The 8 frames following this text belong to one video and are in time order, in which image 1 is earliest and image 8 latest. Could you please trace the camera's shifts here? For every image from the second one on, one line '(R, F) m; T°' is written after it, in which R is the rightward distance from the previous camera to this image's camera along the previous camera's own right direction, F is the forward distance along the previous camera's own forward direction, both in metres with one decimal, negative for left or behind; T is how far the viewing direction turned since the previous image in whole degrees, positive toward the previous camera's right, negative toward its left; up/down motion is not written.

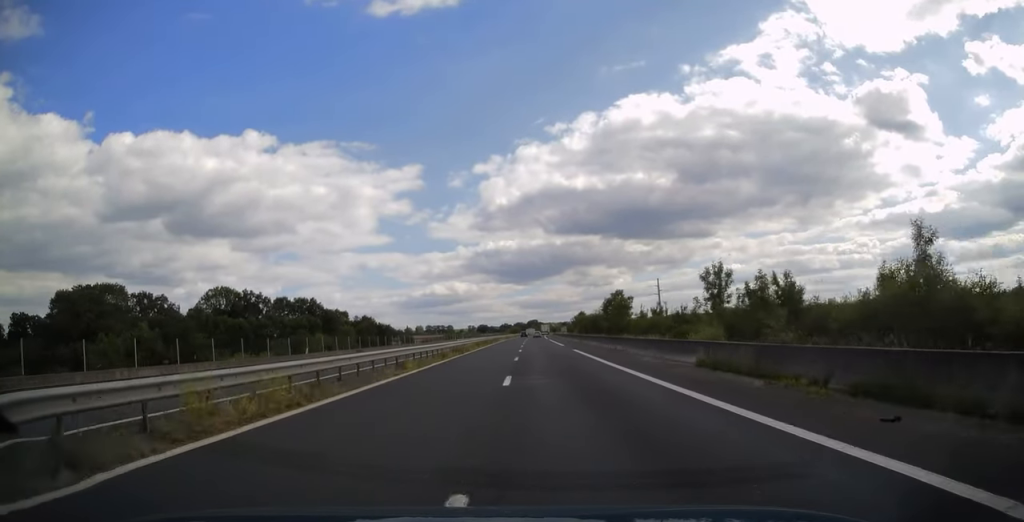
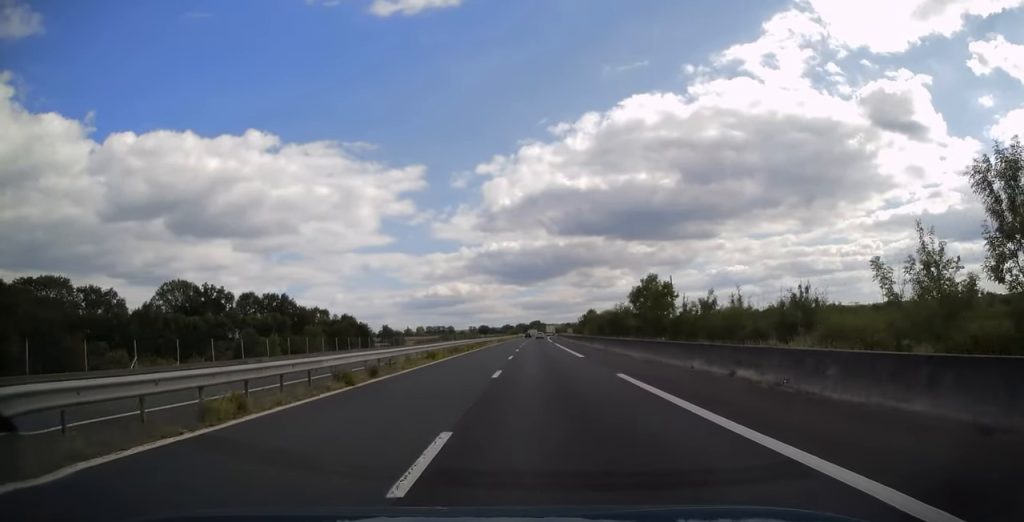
(0.0, +23.8) m; 0°
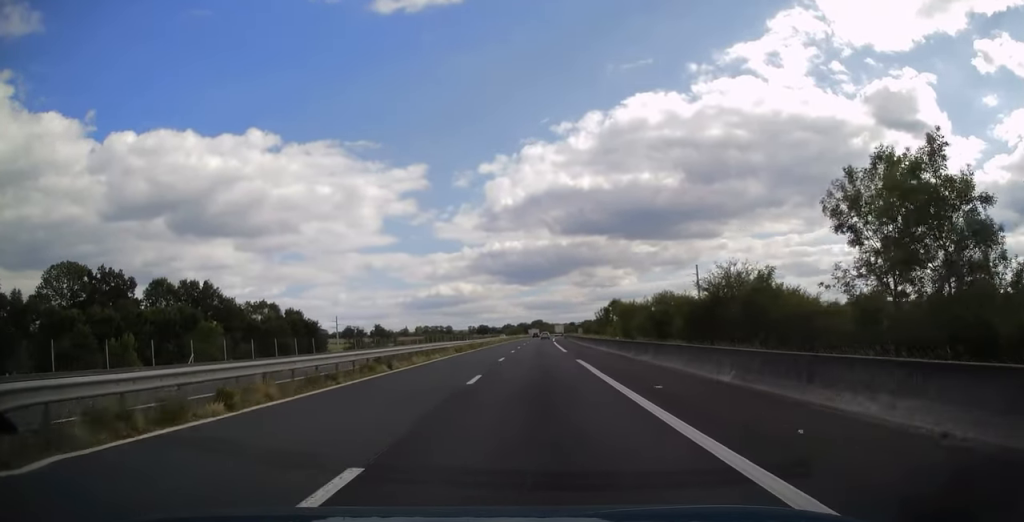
(-0.1, +42.0) m; 0°
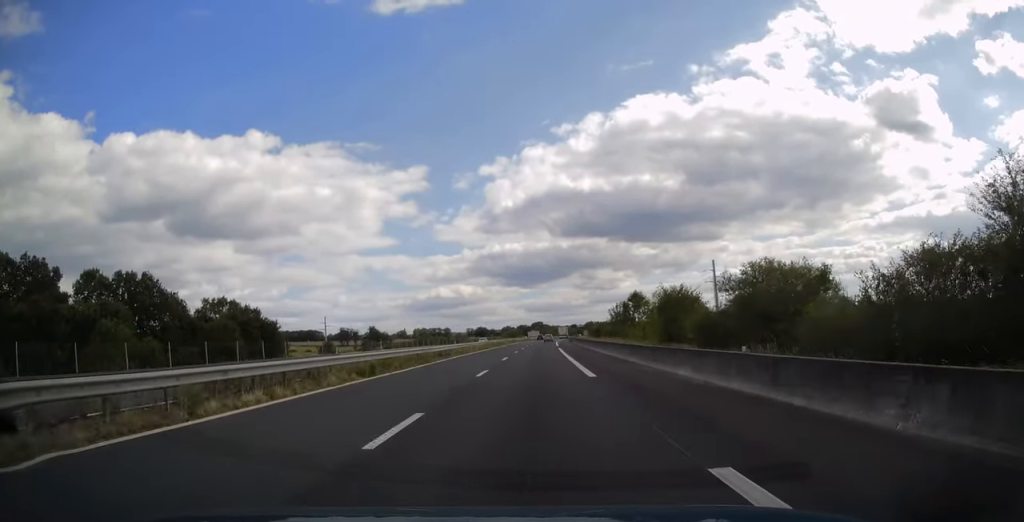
(0.0, +22.2) m; 0°
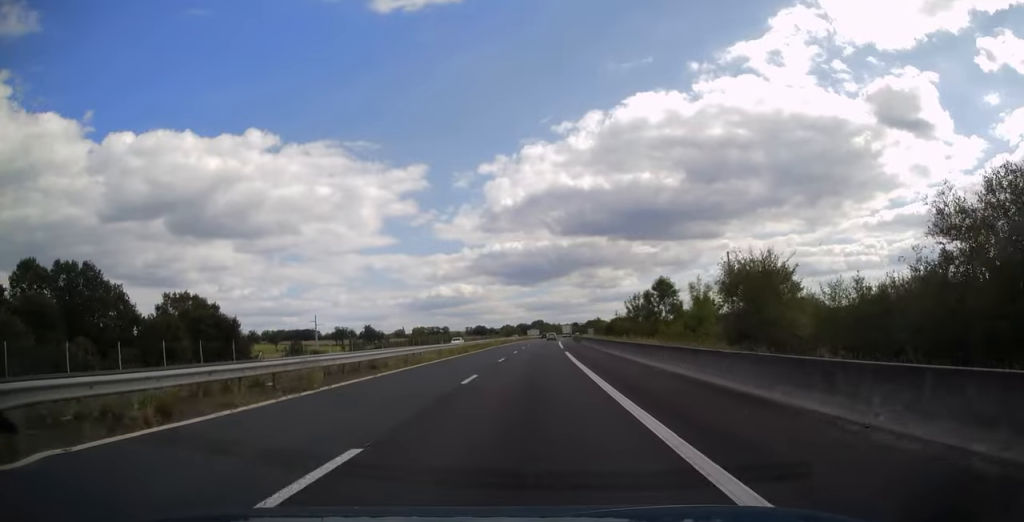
(0.0, +16.7) m; 0°
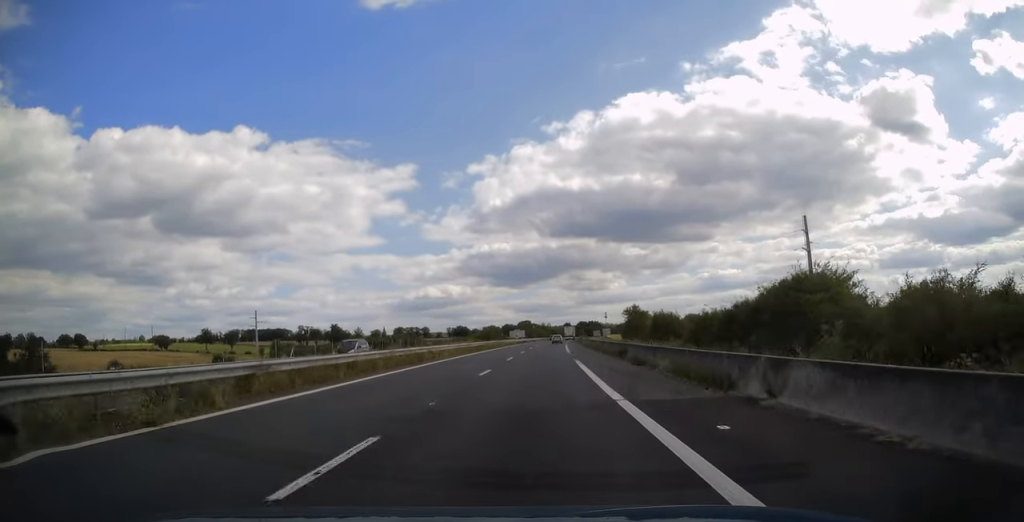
(+0.4, +65.3) m; +1°
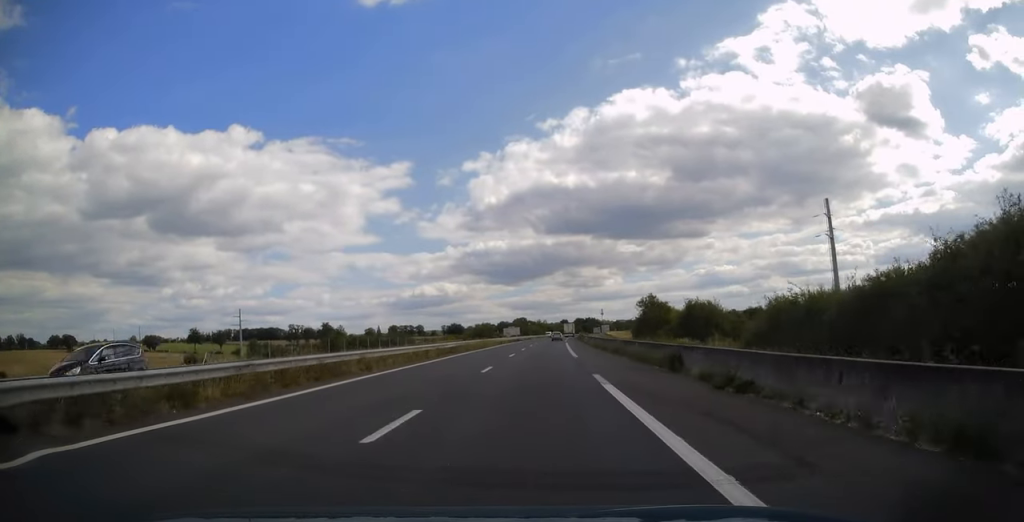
(0.0, +12.9) m; 0°
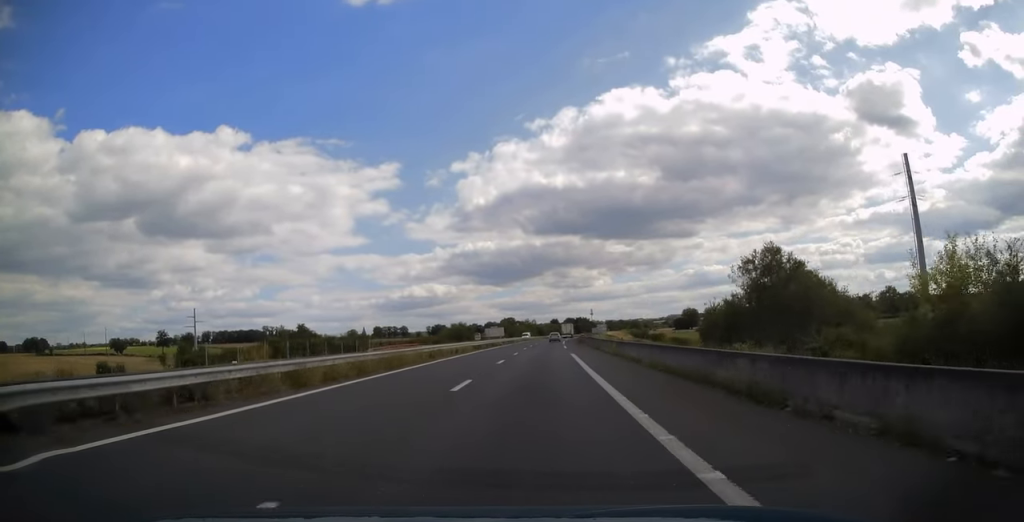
(+0.2, +32.3) m; +1°
